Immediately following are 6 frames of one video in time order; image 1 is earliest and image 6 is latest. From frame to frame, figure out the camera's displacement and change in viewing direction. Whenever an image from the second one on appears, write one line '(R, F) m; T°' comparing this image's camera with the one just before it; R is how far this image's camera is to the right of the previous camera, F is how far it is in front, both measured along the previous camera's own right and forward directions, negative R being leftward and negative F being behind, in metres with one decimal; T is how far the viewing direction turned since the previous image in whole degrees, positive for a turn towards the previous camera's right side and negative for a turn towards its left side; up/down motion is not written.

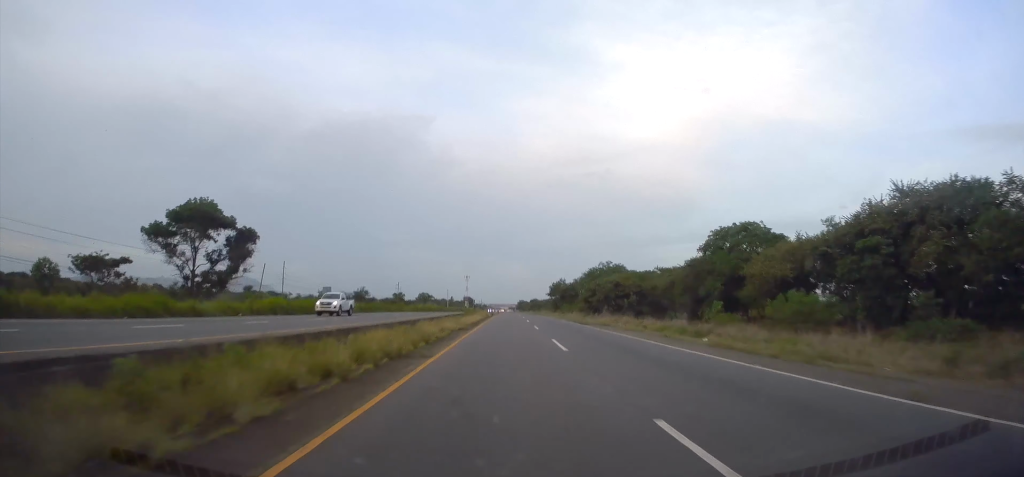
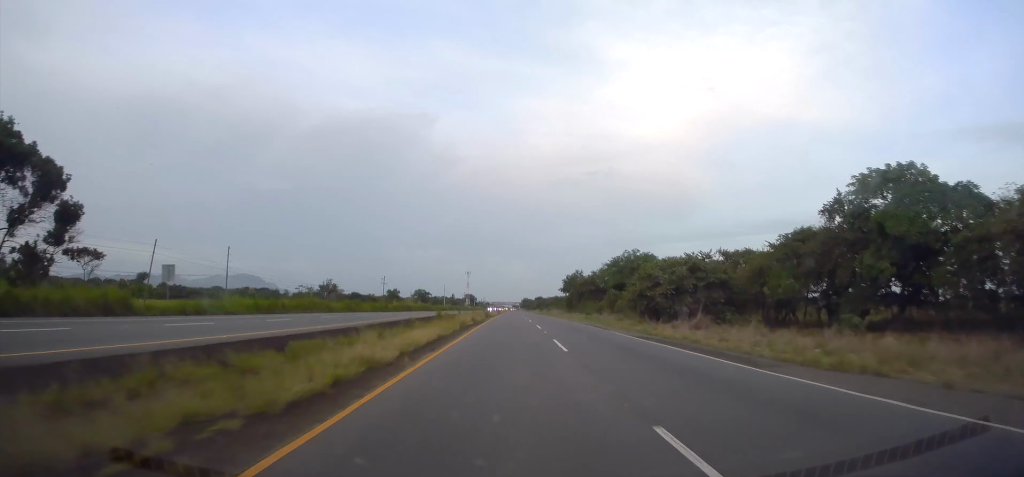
(+0.2, +30.1) m; 0°
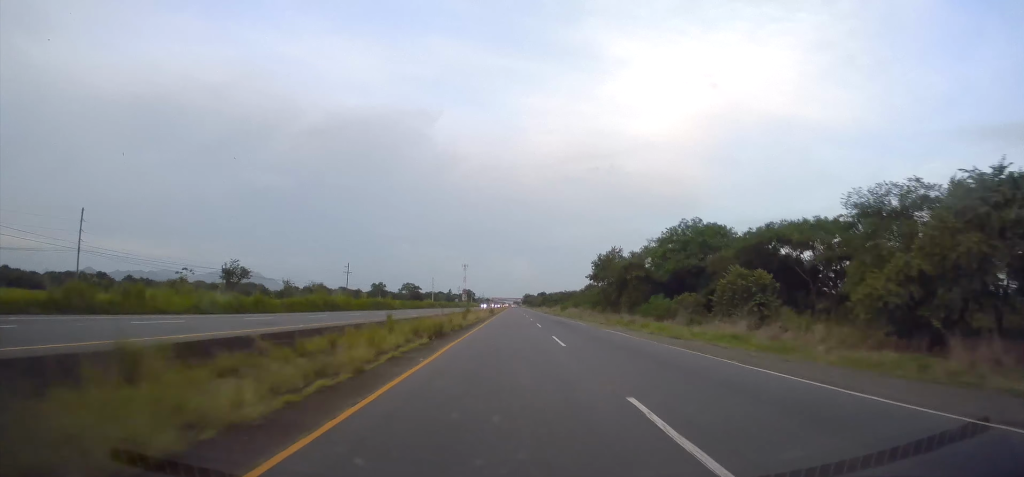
(+0.1, +43.0) m; 0°
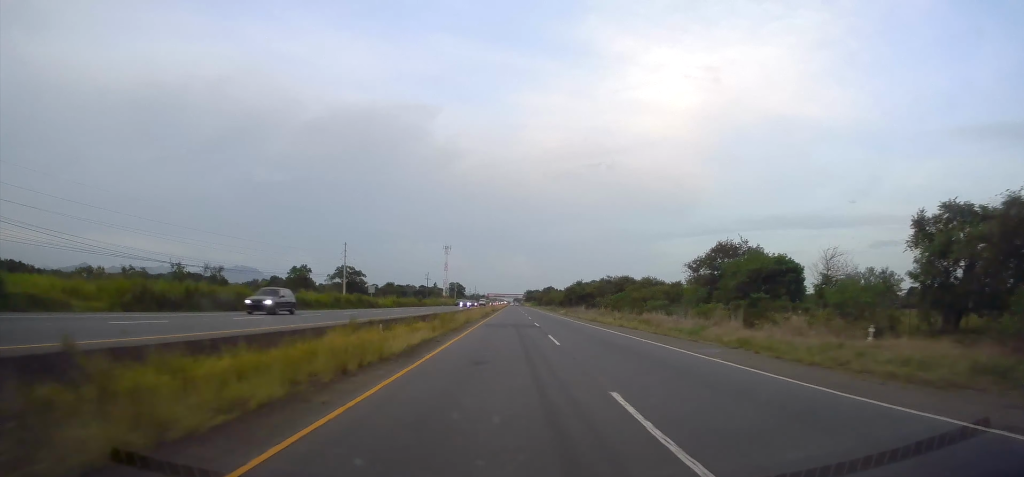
(-0.5, +119.2) m; 0°
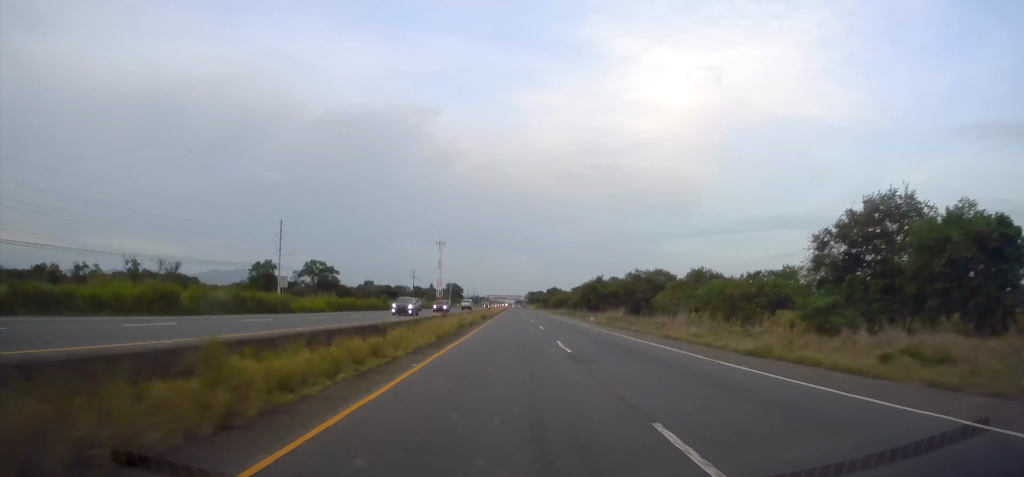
(0.0, +31.8) m; 0°
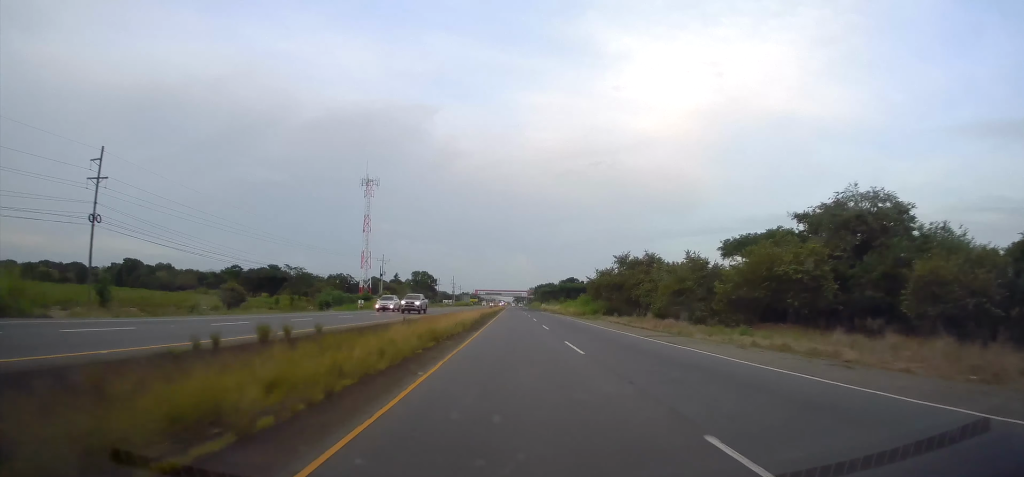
(+0.2, +142.3) m; 0°
